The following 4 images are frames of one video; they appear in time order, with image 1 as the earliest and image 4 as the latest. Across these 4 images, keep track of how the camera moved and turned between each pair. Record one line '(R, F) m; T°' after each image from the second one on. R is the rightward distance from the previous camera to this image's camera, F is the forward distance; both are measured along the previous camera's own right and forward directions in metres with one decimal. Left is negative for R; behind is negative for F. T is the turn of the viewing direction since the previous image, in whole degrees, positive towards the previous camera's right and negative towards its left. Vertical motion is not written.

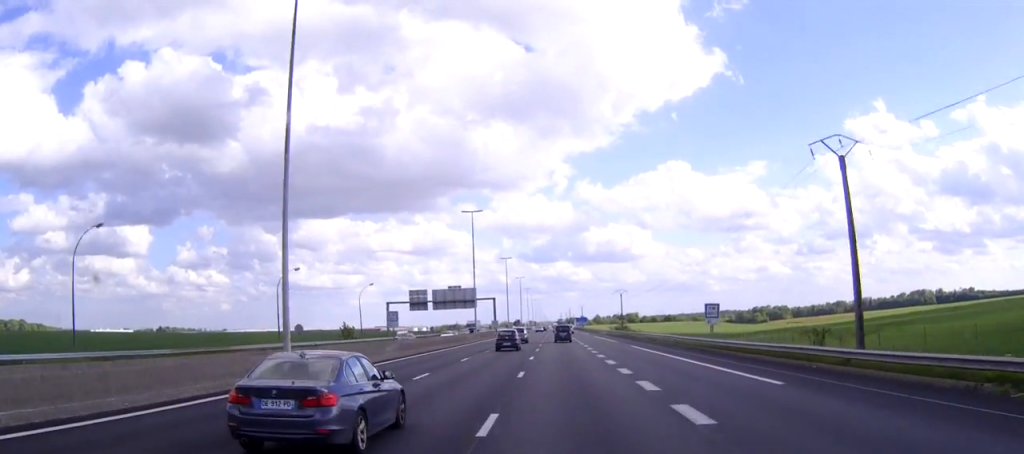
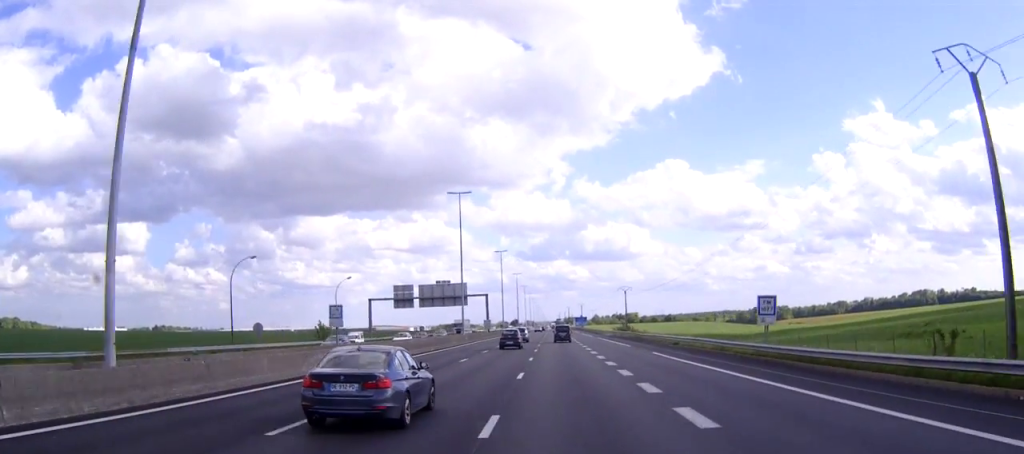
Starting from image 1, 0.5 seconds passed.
(0.0, +13.2) m; 0°
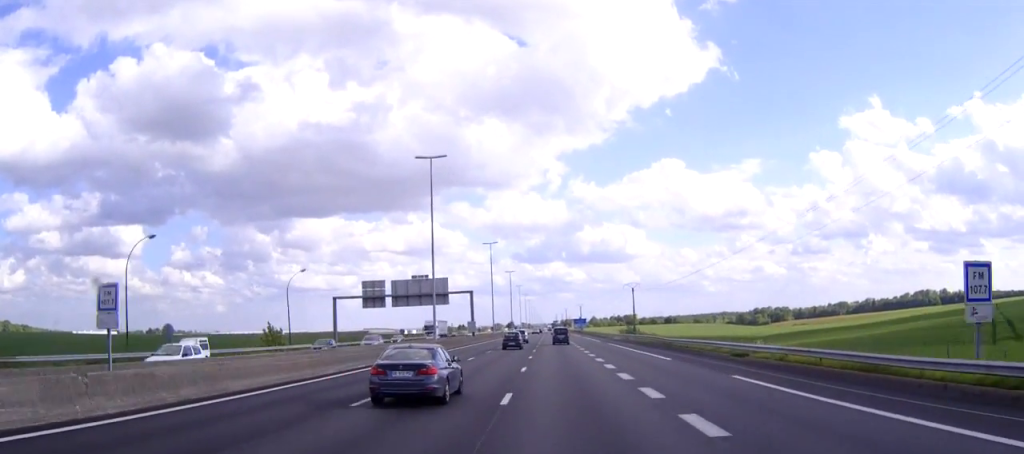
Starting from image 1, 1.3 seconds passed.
(0.0, +20.2) m; 0°
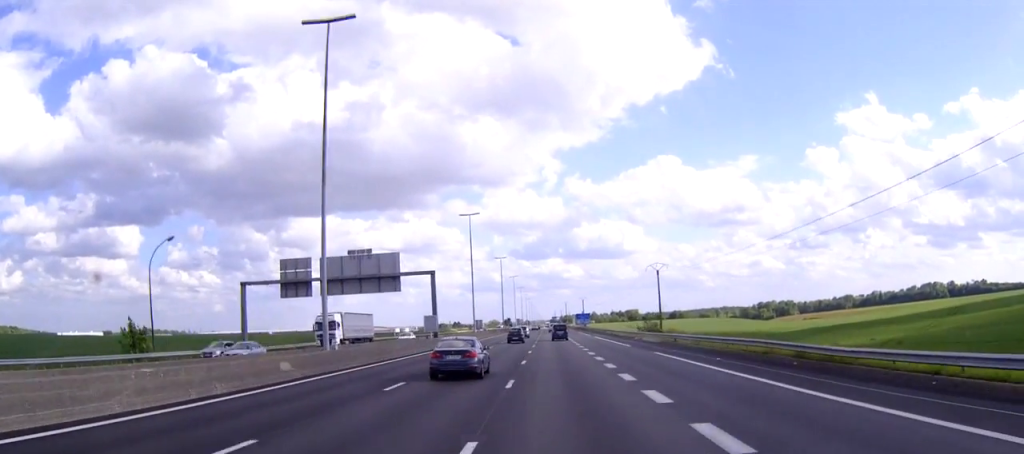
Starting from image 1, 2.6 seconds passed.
(0.0, +34.2) m; 0°
